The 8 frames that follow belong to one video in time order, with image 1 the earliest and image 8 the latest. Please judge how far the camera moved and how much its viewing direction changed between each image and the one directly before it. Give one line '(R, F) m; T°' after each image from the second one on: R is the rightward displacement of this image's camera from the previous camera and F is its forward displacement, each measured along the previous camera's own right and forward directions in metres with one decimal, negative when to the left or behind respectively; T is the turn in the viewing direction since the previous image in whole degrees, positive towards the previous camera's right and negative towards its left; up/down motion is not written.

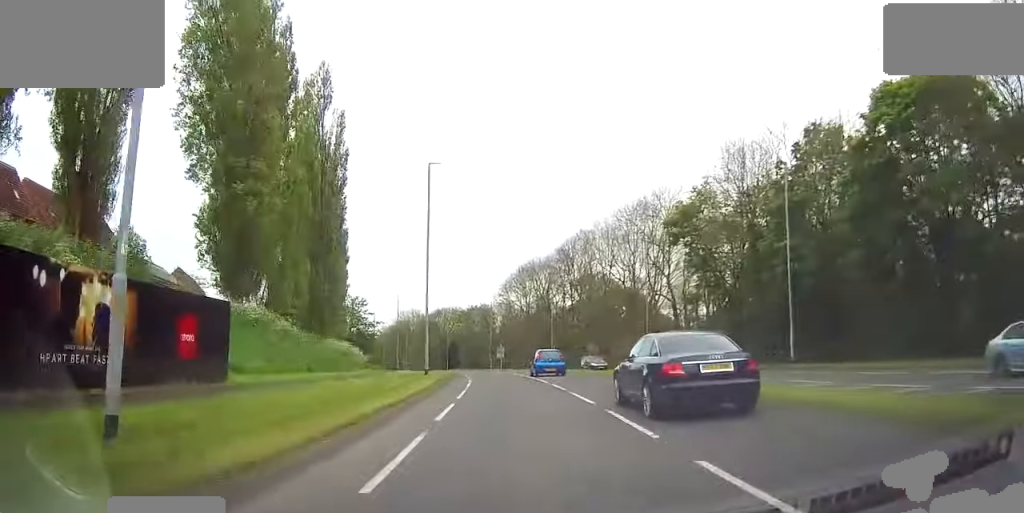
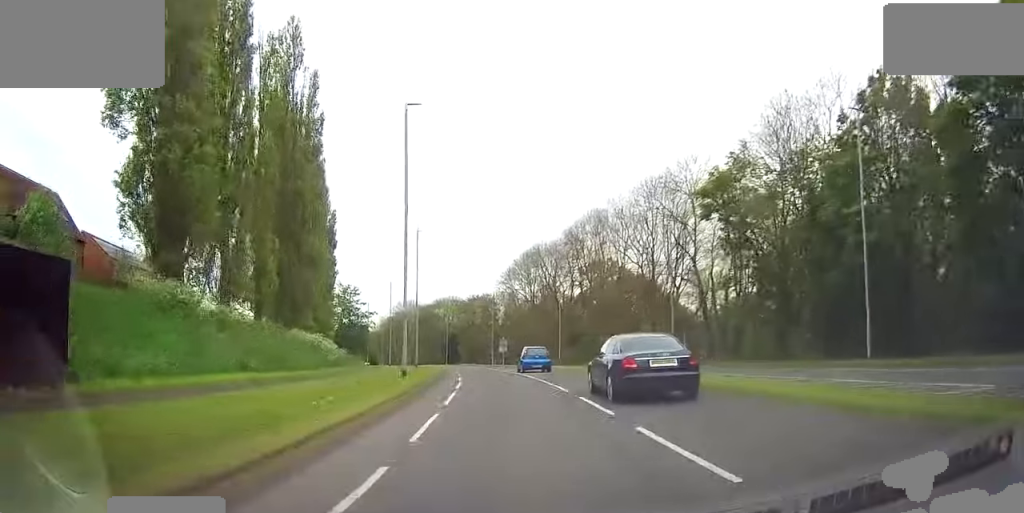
(0.0, +9.1) m; -1°
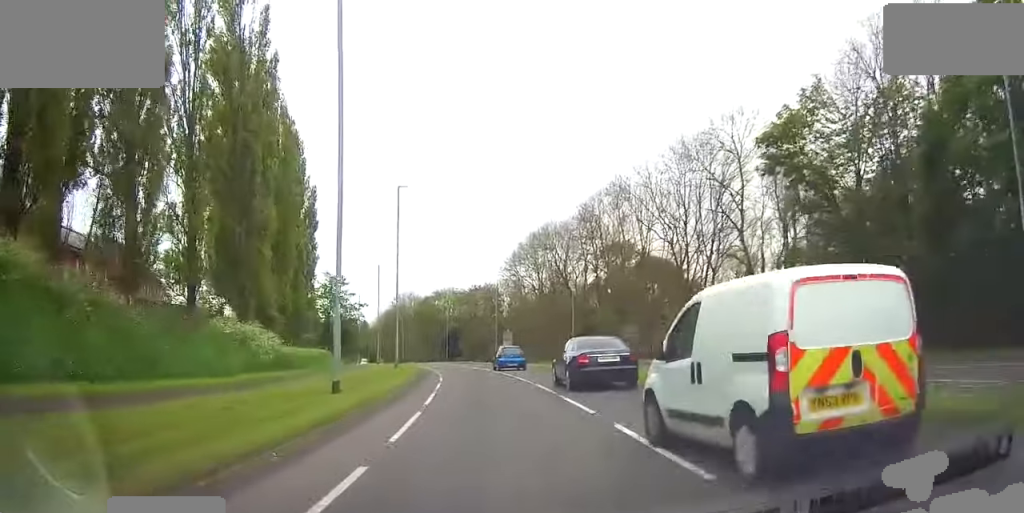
(-0.1, +12.0) m; -1°
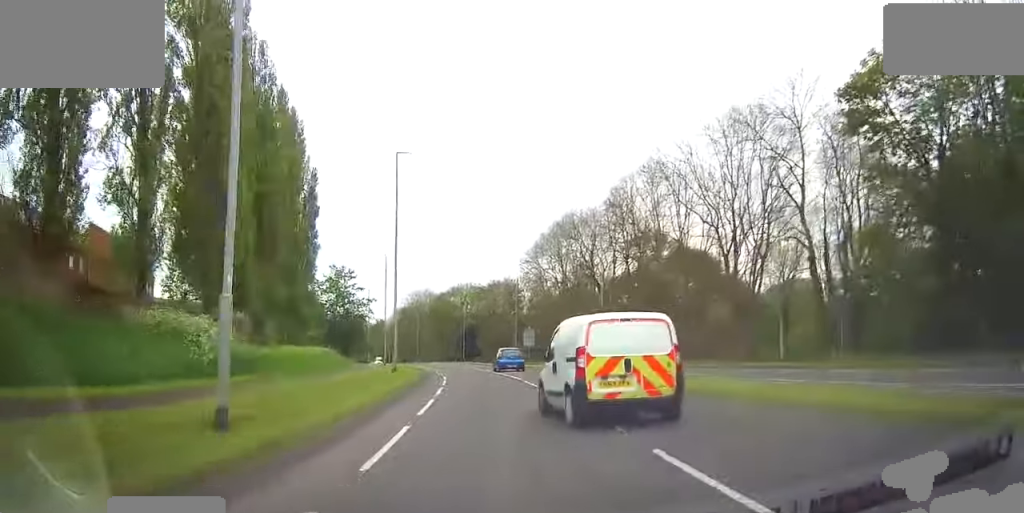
(-0.1, +8.0) m; -1°
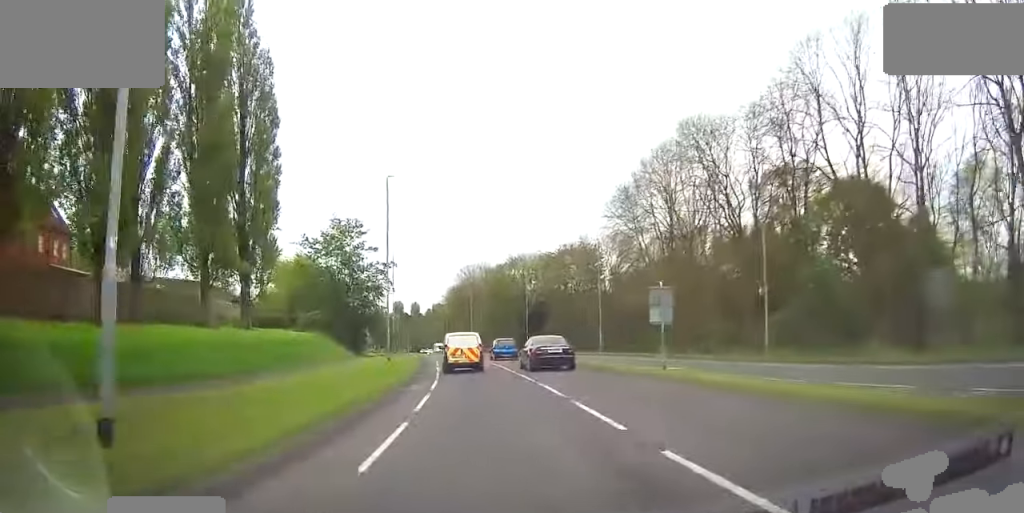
(-0.7, +30.6) m; -2°
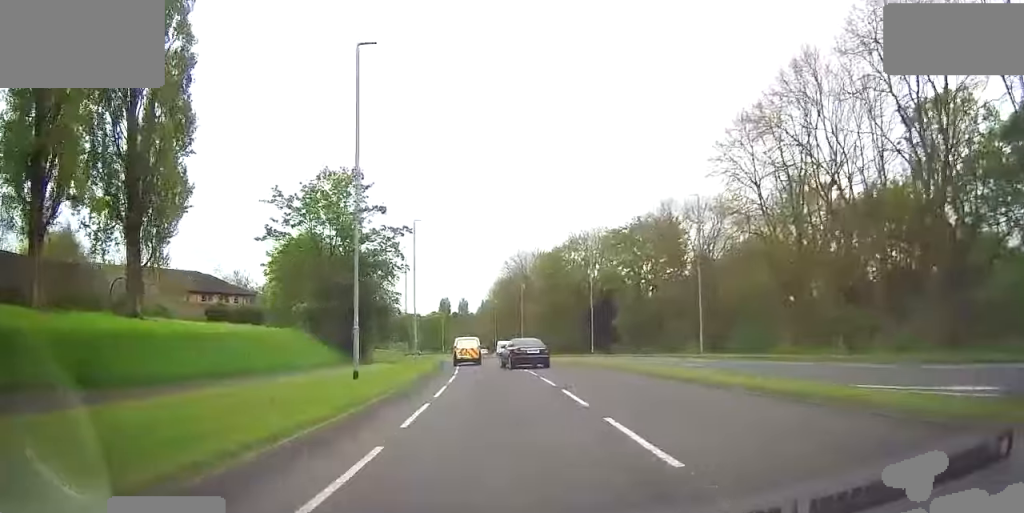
(-0.3, +21.3) m; -3°
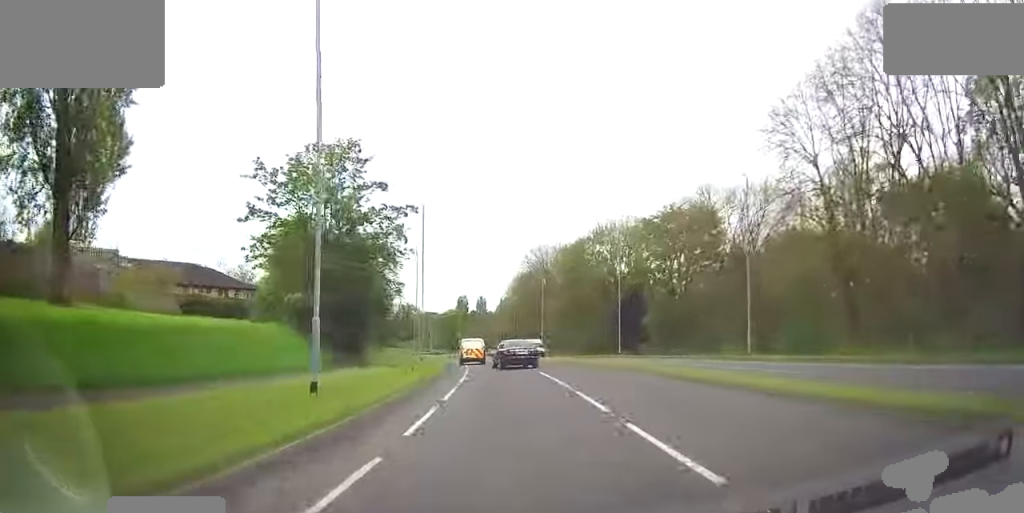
(+0.1, +7.1) m; -2°
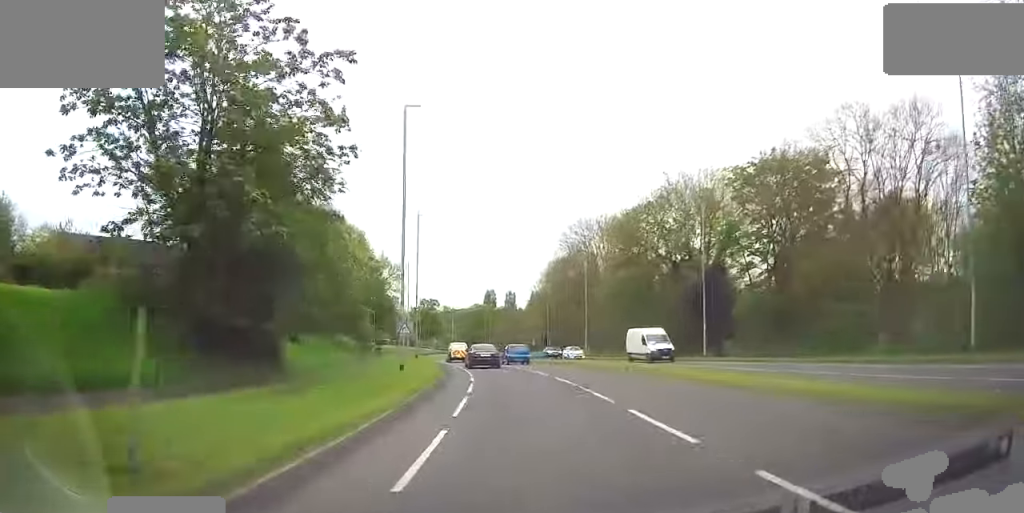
(-1.5, +22.0) m; -6°
